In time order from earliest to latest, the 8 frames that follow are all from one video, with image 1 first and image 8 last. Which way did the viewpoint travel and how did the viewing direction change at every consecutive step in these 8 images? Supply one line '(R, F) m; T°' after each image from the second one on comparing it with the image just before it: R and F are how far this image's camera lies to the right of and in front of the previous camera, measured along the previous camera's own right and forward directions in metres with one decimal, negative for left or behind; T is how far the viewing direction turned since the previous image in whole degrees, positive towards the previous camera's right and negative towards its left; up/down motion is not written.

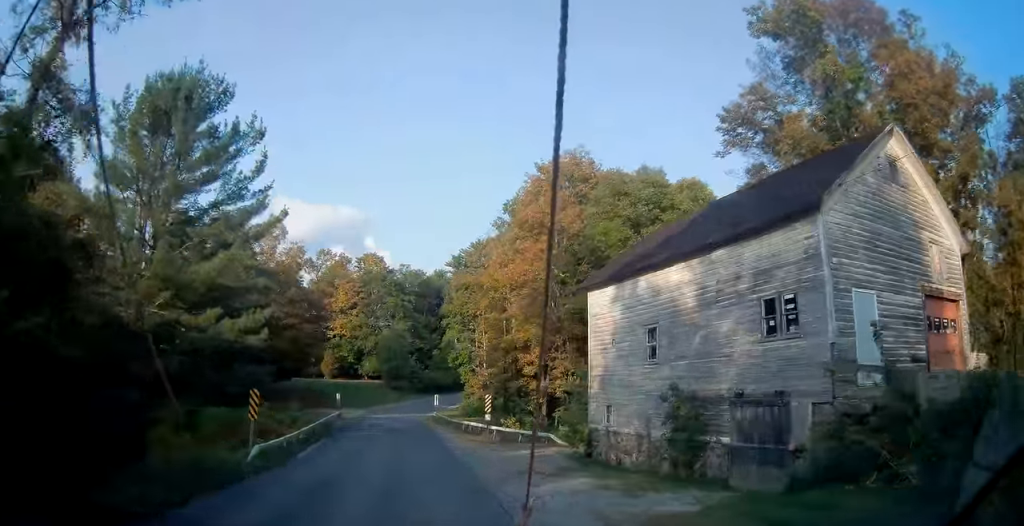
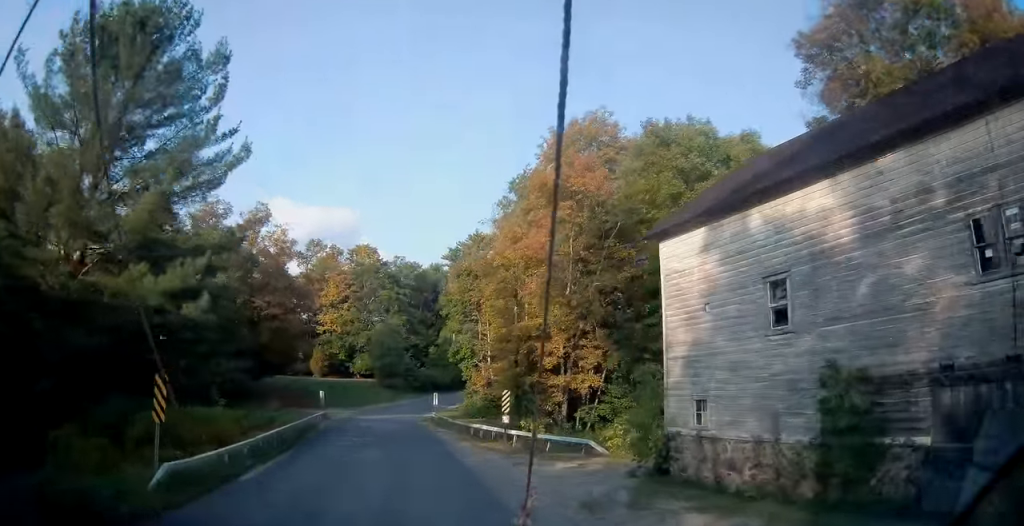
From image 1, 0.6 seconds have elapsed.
(0.0, +6.6) m; +1°
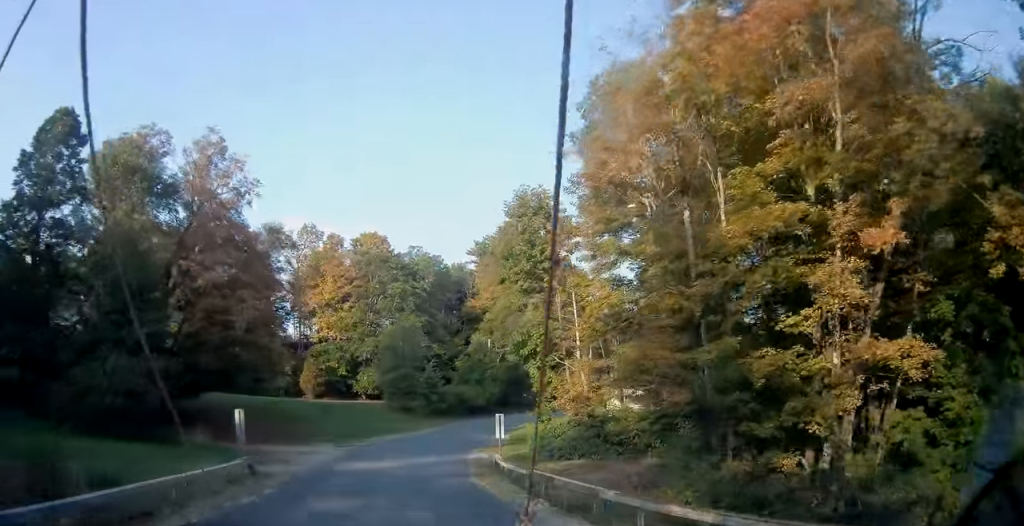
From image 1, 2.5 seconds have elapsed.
(+0.4, +23.4) m; +2°
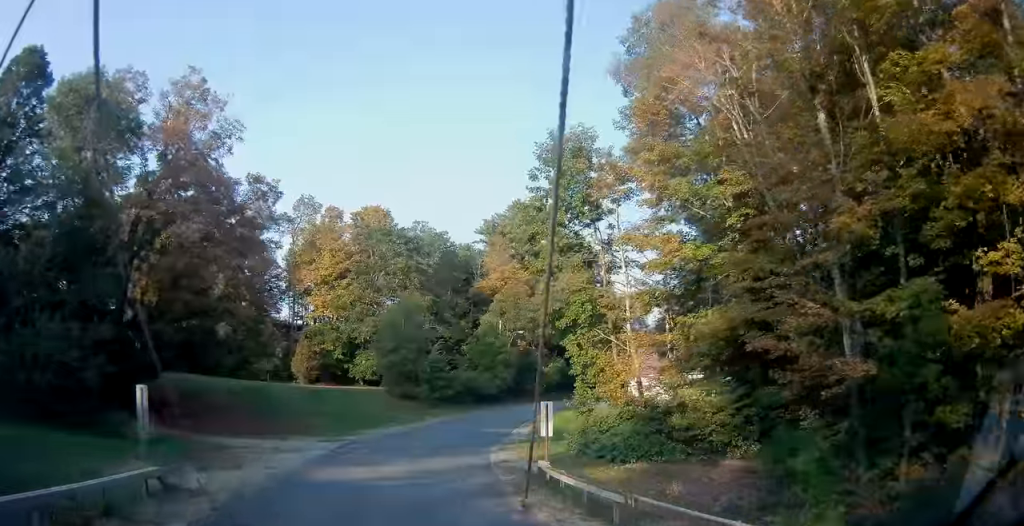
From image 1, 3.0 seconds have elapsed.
(0.0, +6.8) m; 0°
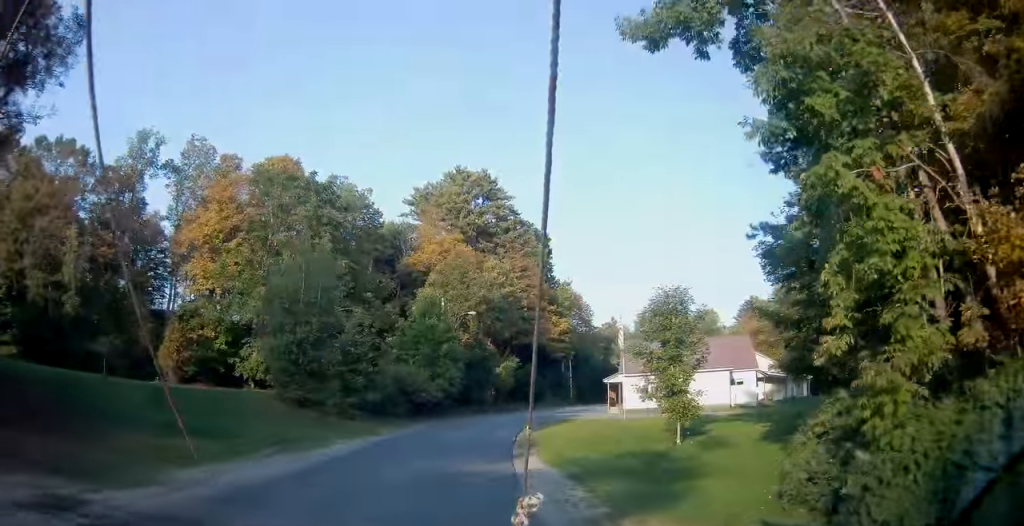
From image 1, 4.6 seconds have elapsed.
(+0.6, +19.8) m; +6°
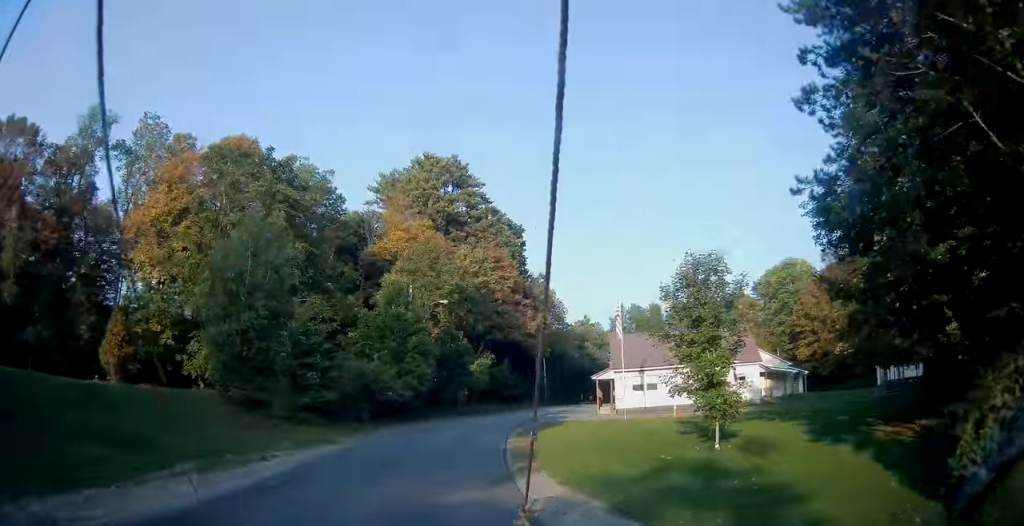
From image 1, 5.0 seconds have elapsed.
(-0.1, +5.5) m; +3°
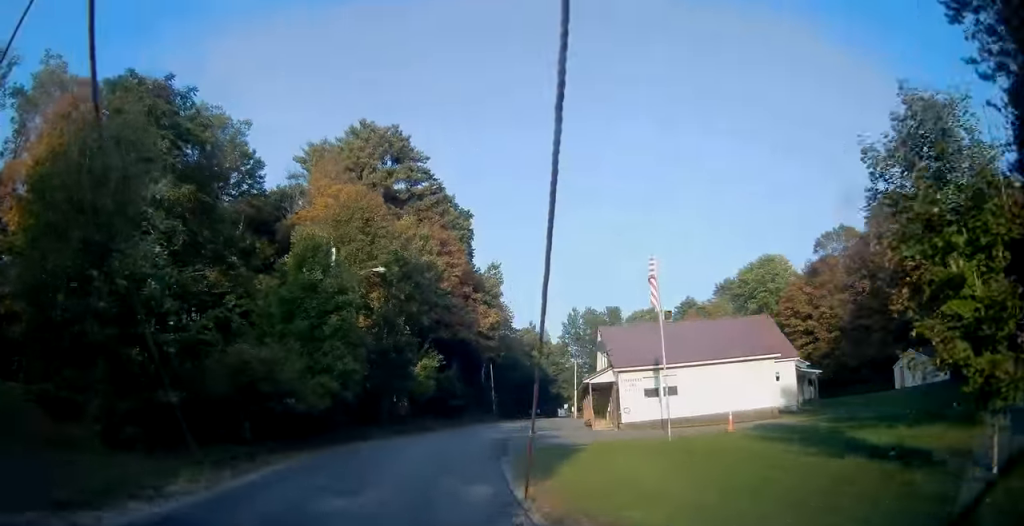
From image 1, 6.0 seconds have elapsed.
(+0.9, +12.6) m; +6°
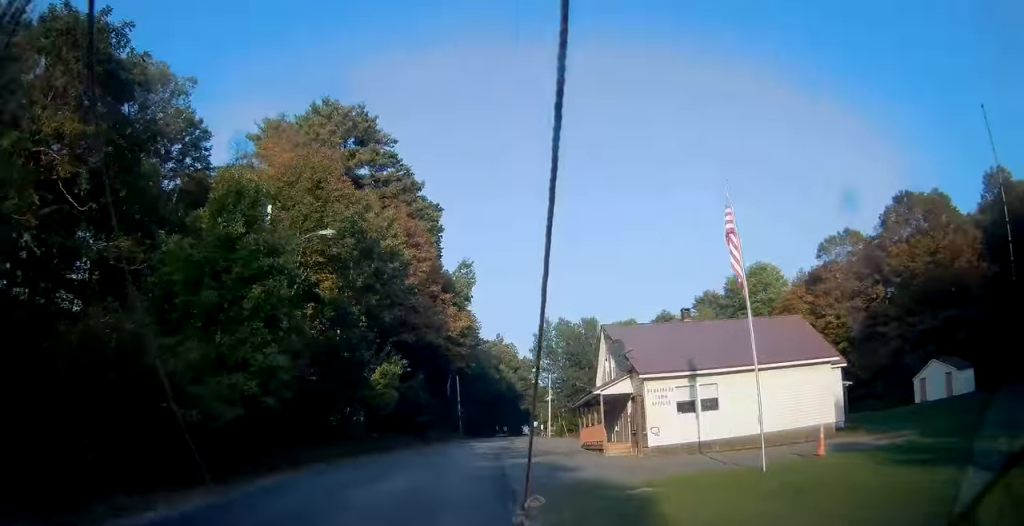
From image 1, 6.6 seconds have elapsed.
(+0.3, +8.0) m; +3°
